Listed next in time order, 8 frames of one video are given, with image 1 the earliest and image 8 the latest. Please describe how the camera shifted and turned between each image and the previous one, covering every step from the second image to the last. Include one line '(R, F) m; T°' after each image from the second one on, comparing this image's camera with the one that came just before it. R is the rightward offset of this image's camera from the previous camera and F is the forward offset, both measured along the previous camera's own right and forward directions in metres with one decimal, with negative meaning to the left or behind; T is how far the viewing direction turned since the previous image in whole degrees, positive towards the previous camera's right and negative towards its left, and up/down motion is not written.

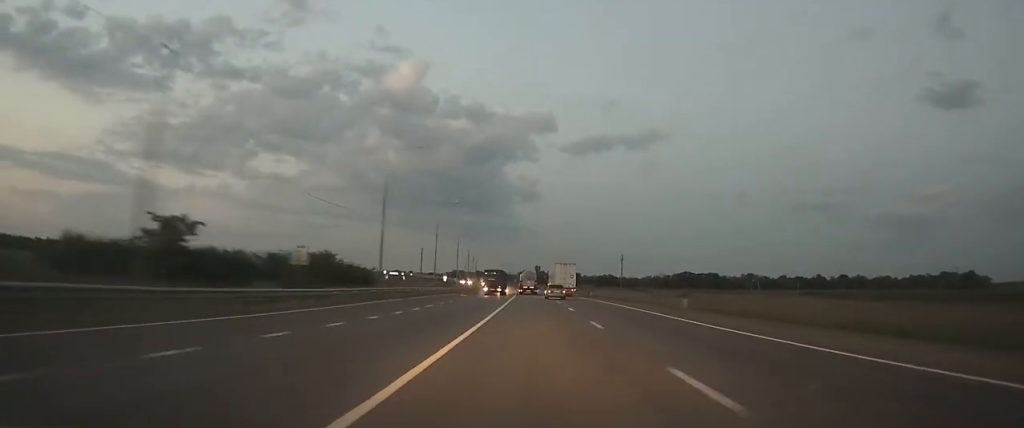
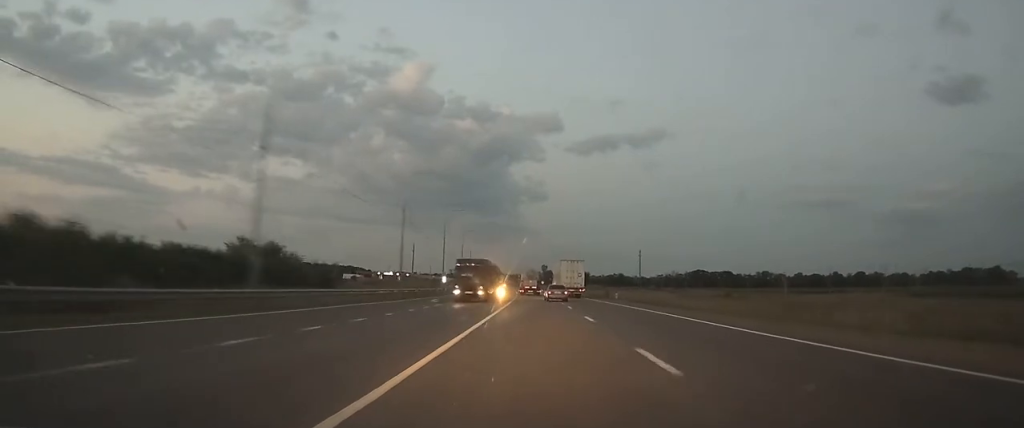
(0.0, +21.7) m; 0°
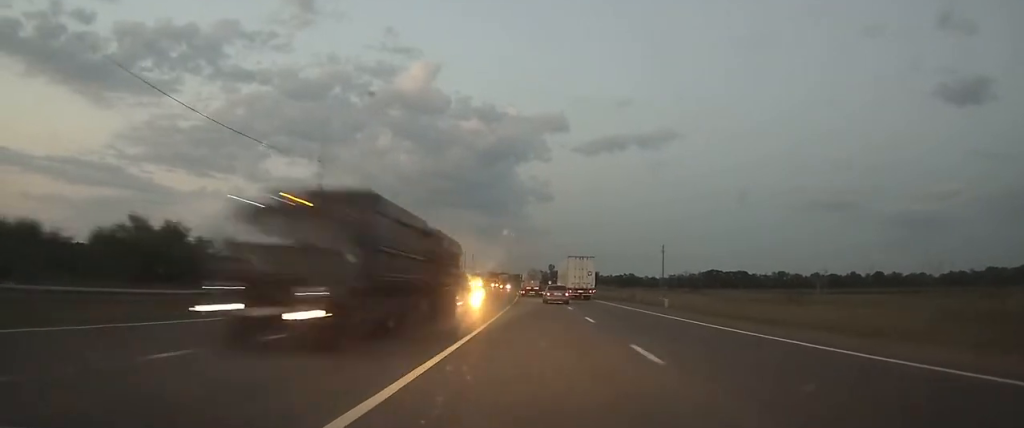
(-0.1, +22.6) m; -1°
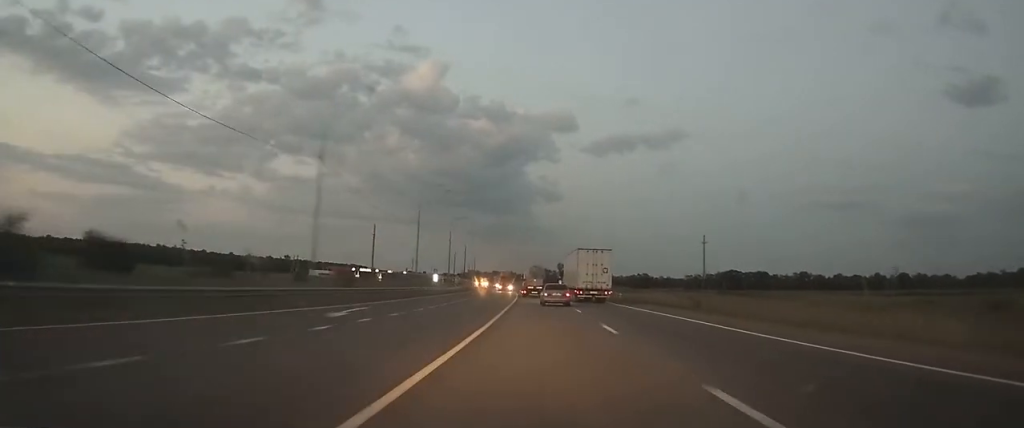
(-0.3, +29.5) m; -1°
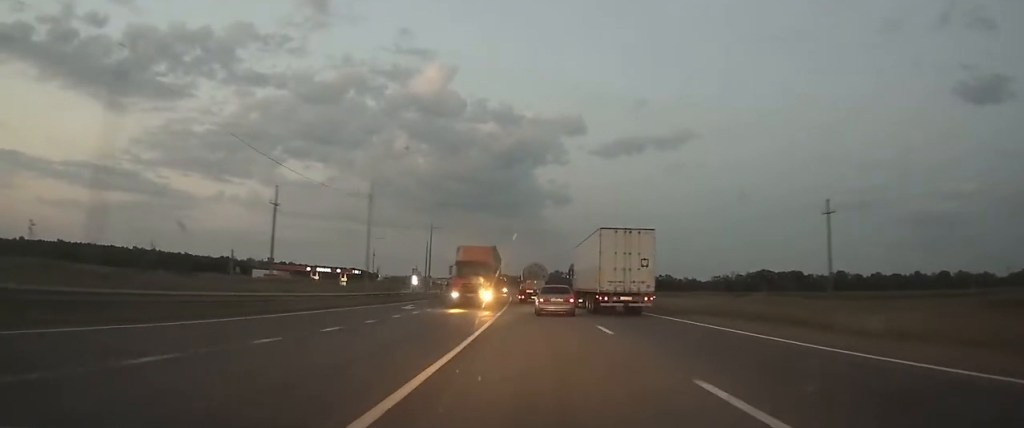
(-0.5, +46.9) m; -1°
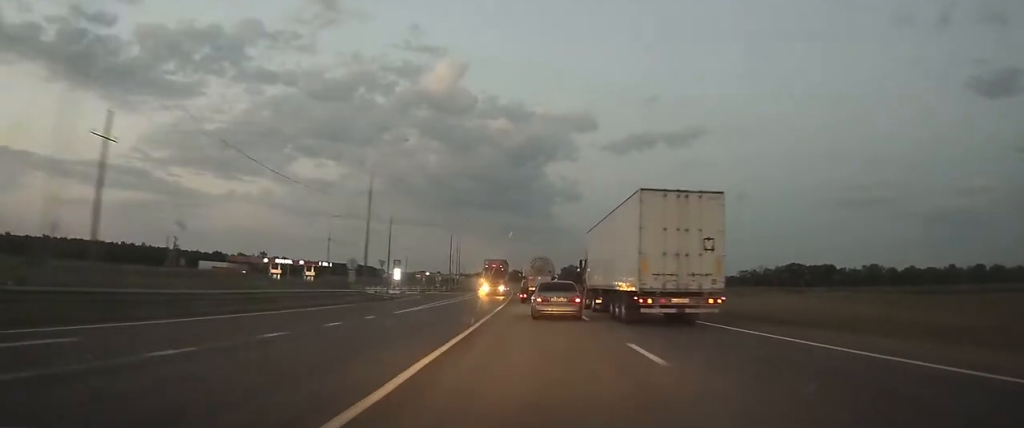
(-0.4, +31.1) m; -1°
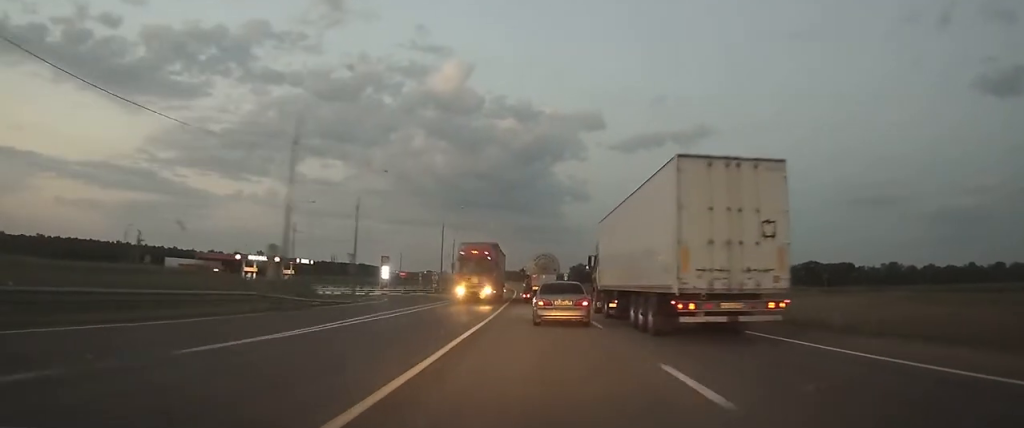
(0.0, +14.9) m; 0°
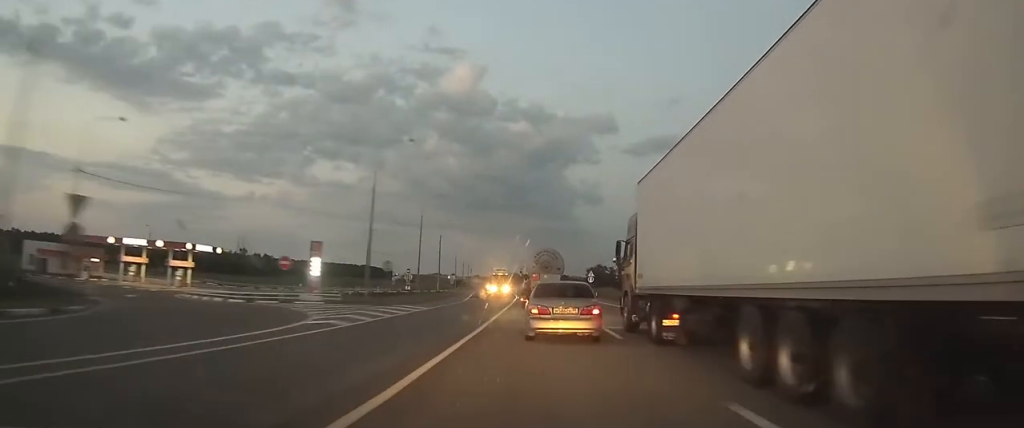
(-0.3, +38.7) m; -1°
